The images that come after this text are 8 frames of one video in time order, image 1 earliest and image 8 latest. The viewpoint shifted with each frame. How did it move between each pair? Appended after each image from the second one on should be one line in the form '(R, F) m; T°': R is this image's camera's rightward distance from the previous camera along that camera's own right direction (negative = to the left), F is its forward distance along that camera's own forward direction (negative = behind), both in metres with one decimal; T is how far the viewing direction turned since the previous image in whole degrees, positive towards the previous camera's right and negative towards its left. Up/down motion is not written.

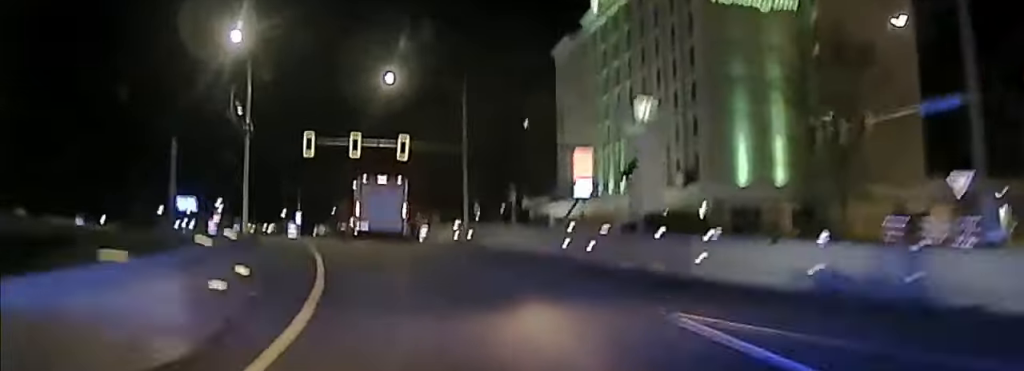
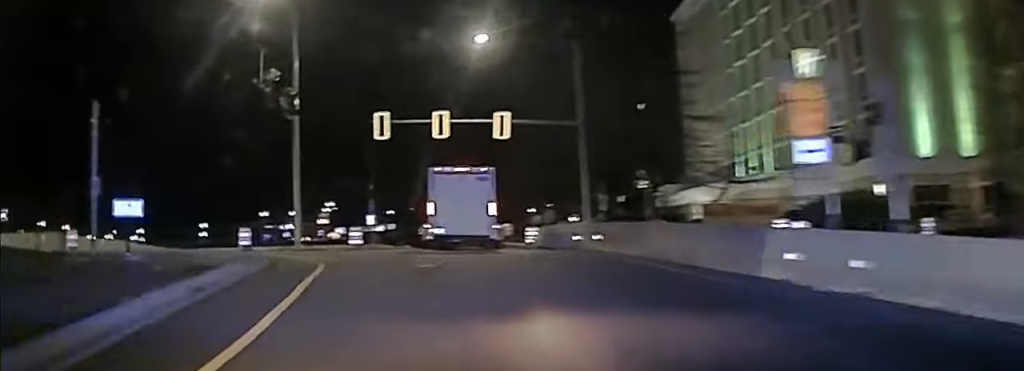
(-0.6, +13.4) m; -6°
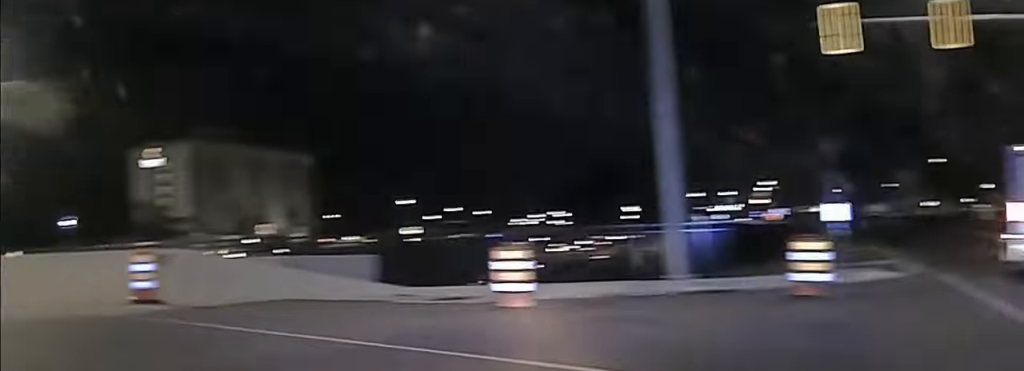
(-5.0, +24.7) m; -33°
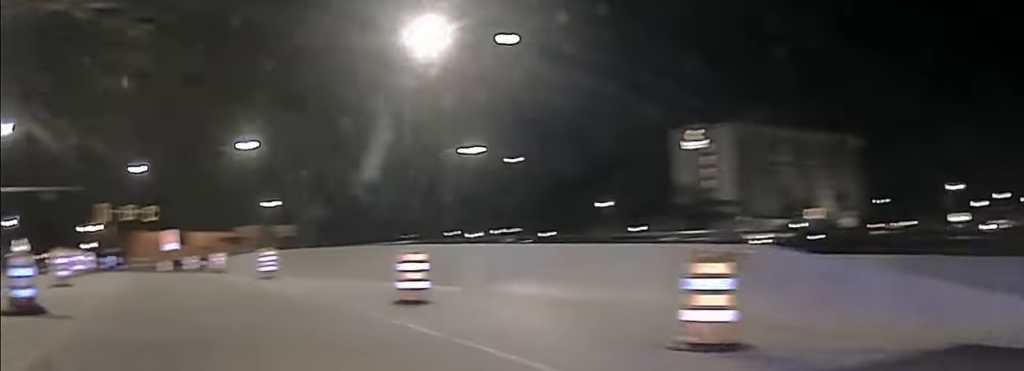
(-2.1, +8.2) m; -28°
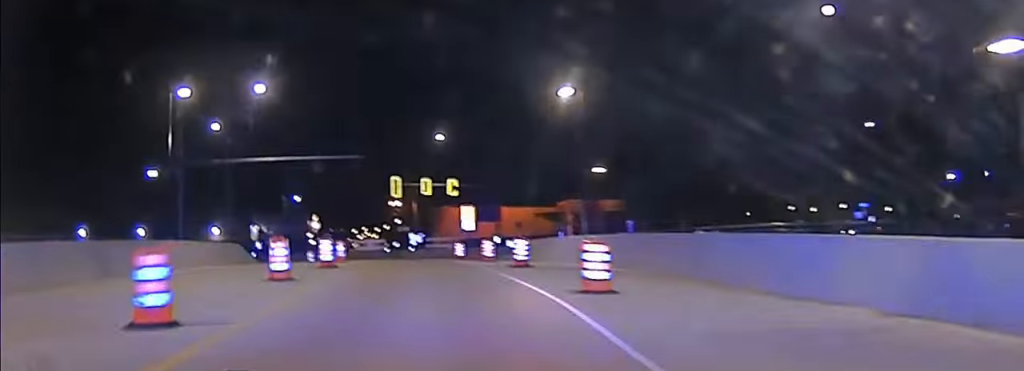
(-2.7, +8.9) m; -22°
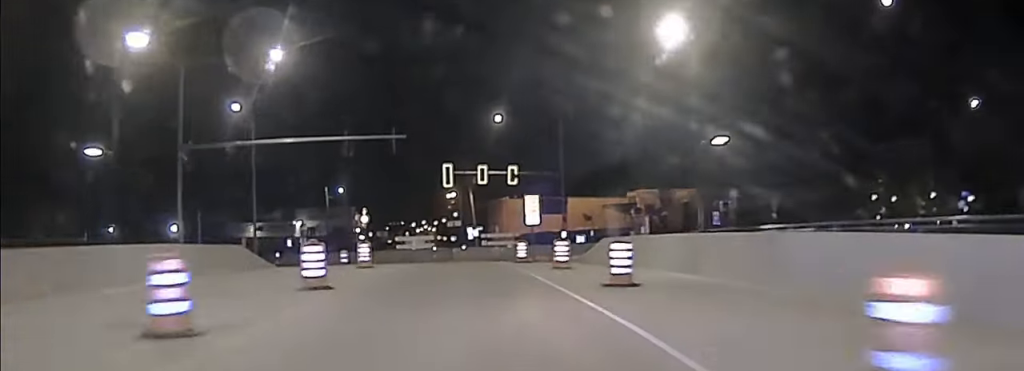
(-0.4, +7.3) m; -7°
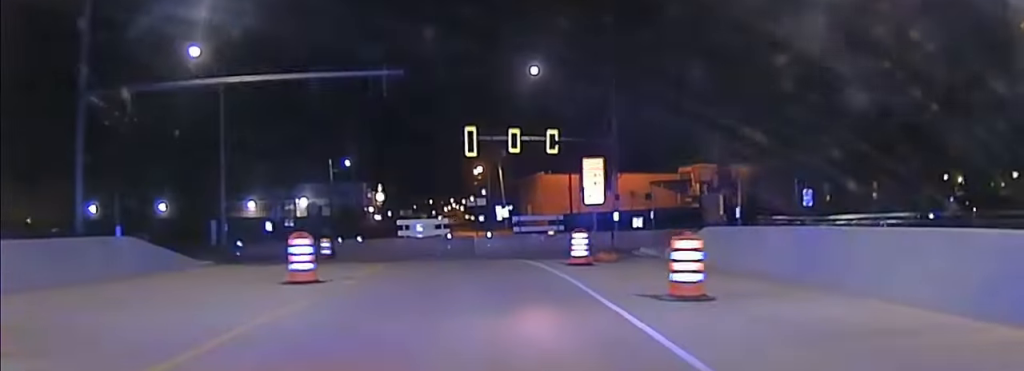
(-0.7, +14.7) m; -4°
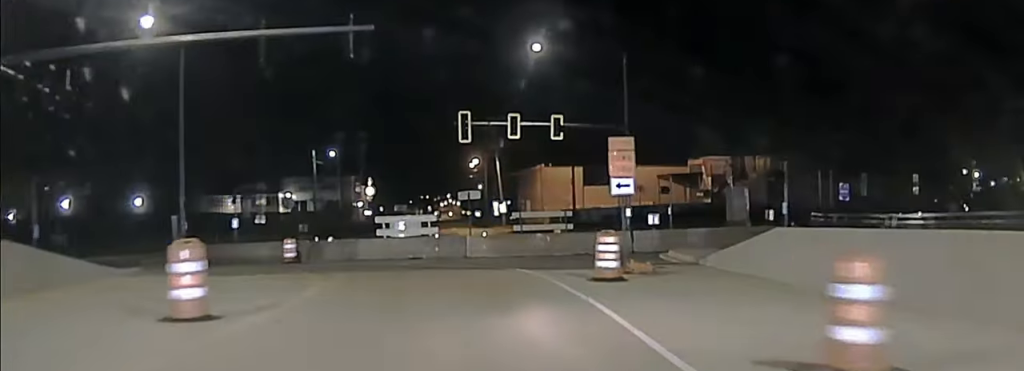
(-0.2, +8.8) m; -1°
